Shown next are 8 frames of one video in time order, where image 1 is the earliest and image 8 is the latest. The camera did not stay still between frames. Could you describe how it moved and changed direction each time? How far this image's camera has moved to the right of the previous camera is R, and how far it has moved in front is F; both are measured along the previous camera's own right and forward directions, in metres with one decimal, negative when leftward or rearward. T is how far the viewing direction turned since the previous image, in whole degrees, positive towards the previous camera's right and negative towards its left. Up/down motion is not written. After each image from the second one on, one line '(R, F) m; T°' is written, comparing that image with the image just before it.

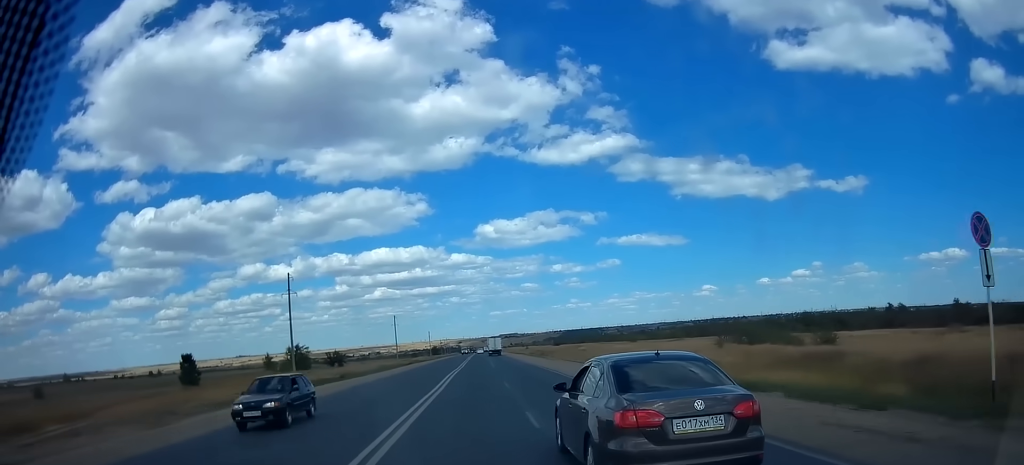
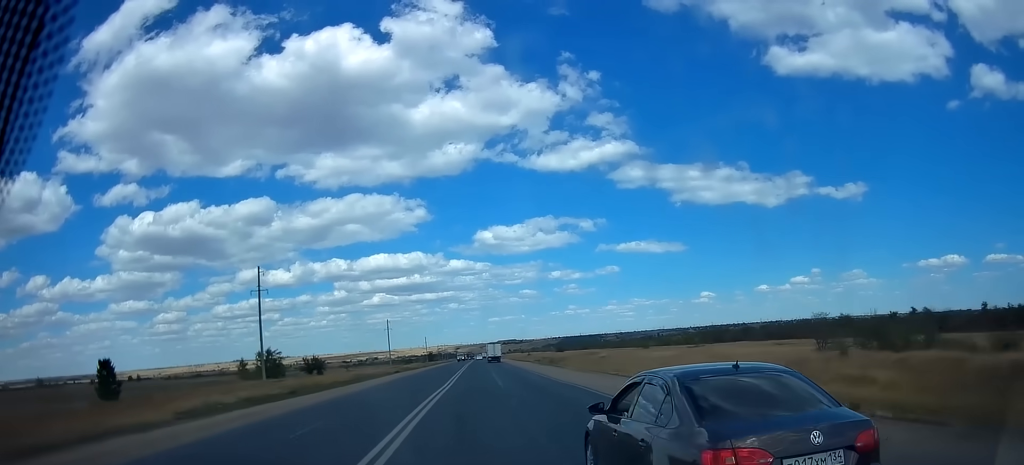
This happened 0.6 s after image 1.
(+0.1, +18.0) m; 0°
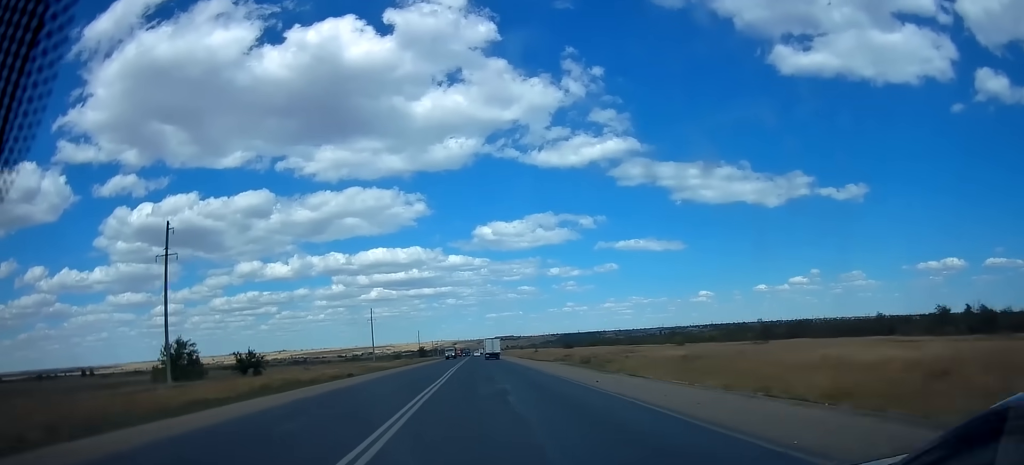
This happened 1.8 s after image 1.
(+0.1, +36.8) m; 0°
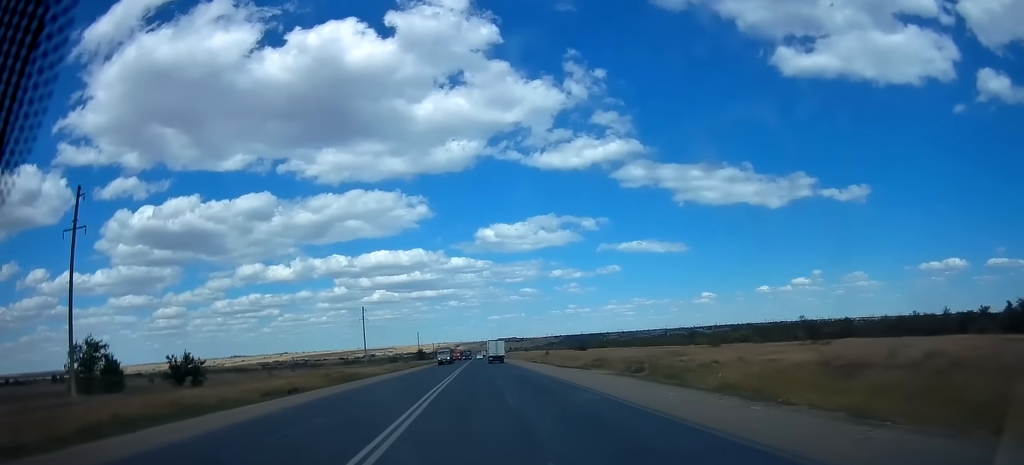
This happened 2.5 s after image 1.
(-0.3, +22.9) m; 0°
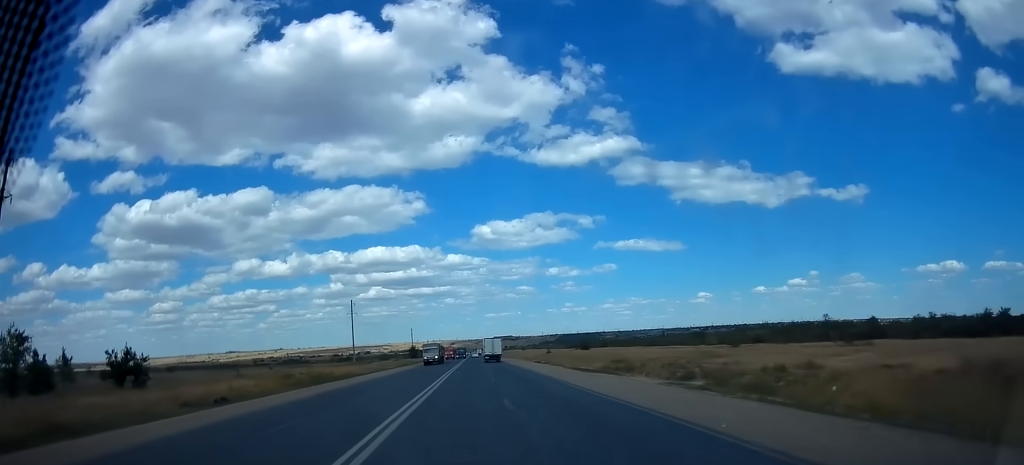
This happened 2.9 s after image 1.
(+0.1, +13.3) m; 0°
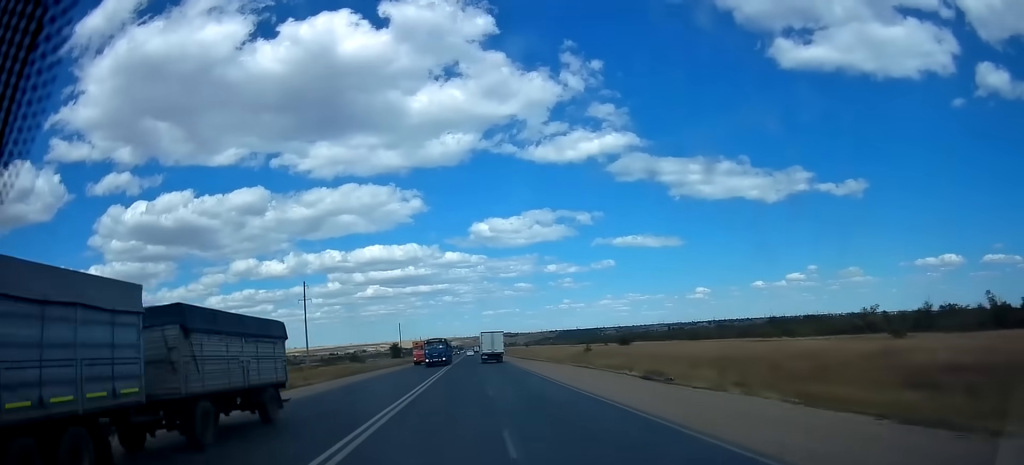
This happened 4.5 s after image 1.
(+0.1, +56.1) m; 0°
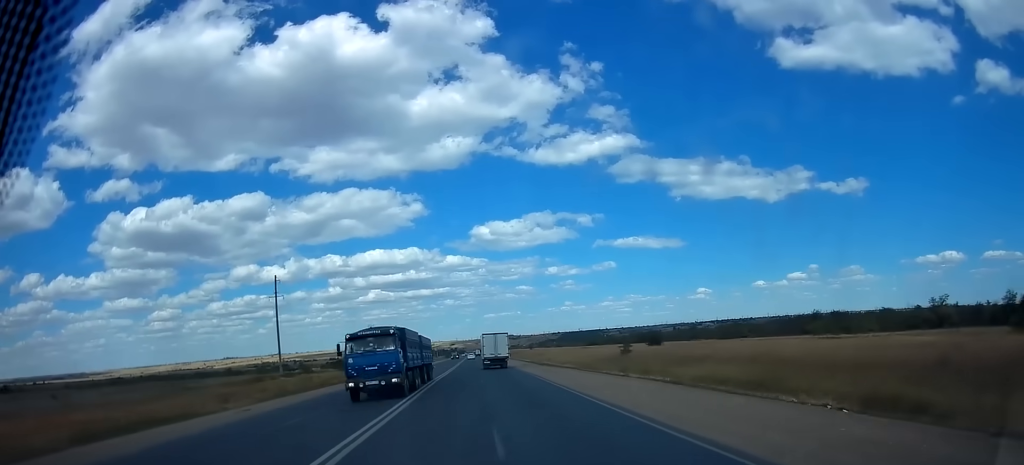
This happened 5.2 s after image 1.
(0.0, +23.6) m; 0°
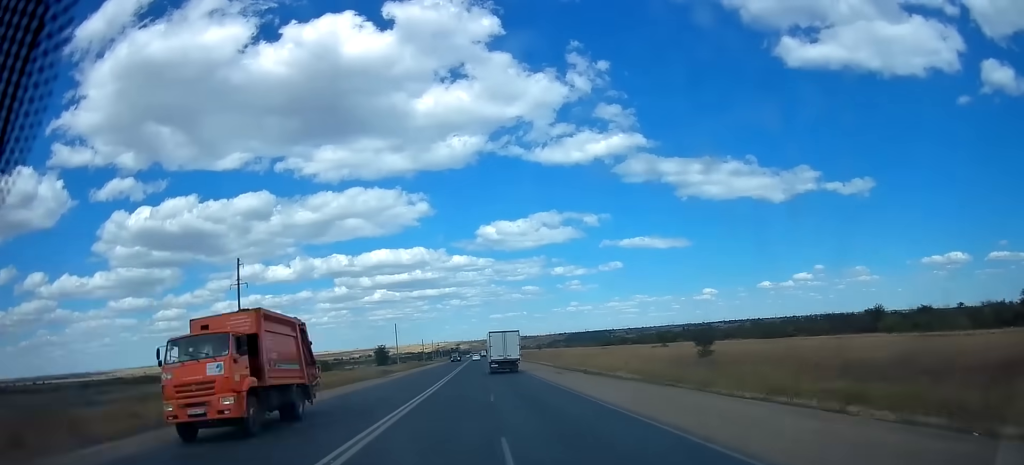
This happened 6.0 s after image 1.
(0.0, +24.8) m; 0°
